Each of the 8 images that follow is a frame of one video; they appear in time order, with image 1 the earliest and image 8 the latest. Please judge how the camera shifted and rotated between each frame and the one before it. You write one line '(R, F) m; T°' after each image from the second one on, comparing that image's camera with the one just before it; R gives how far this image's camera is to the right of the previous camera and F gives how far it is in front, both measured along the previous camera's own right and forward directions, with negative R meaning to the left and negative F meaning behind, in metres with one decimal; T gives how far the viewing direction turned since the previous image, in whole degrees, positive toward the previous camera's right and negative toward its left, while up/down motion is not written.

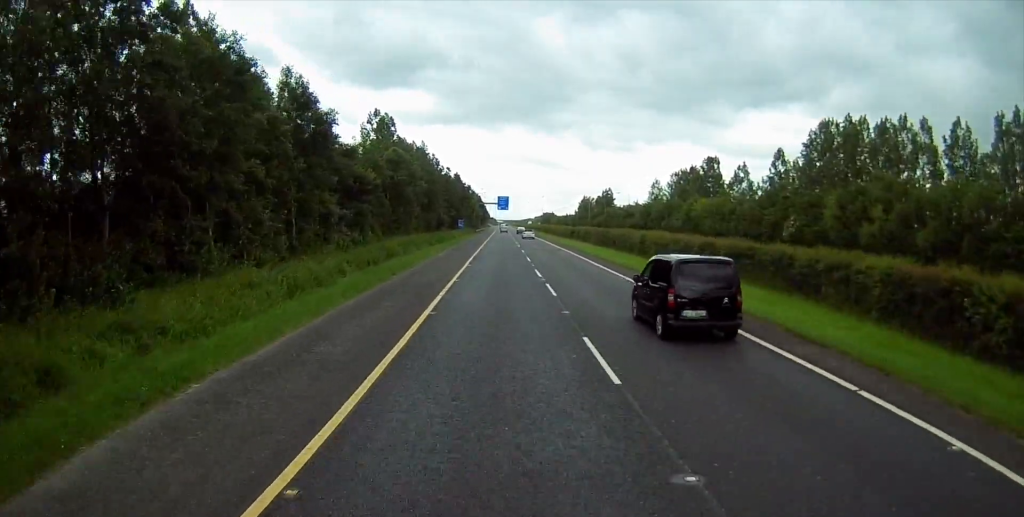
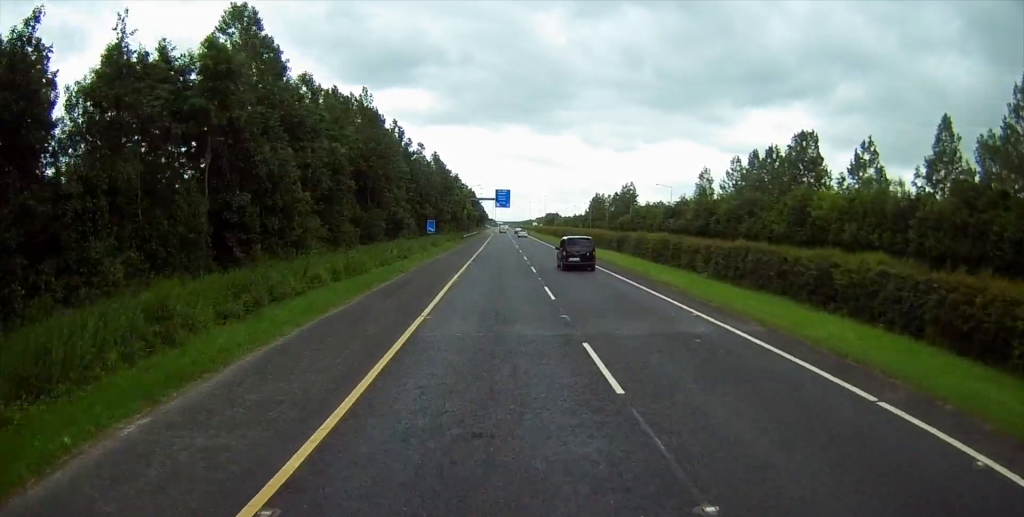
(-0.3, +44.3) m; 0°
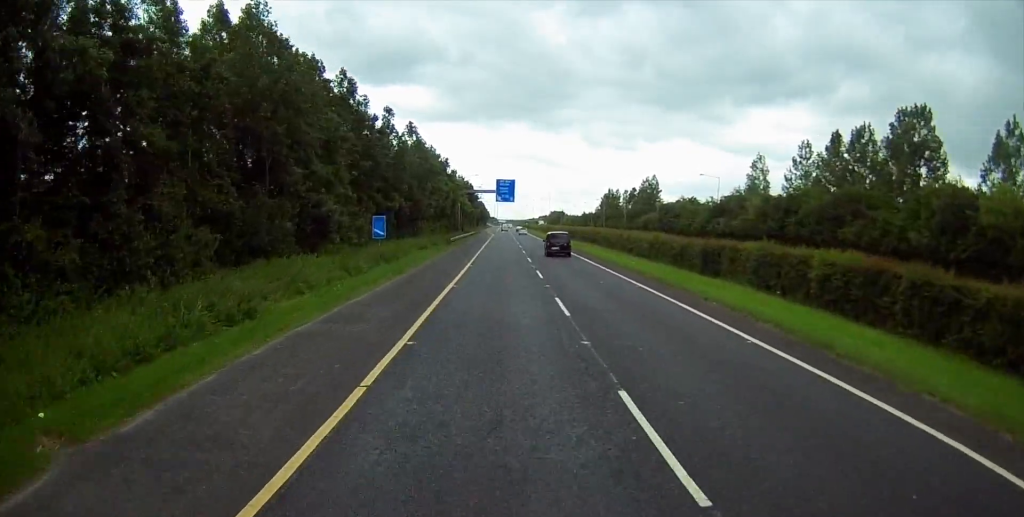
(+0.2, +27.9) m; 0°
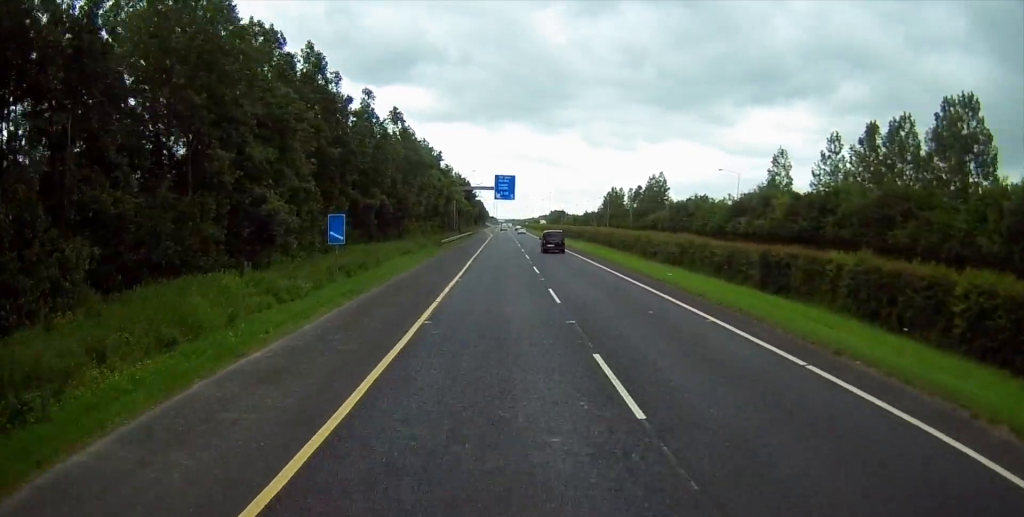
(0.0, +9.3) m; 0°
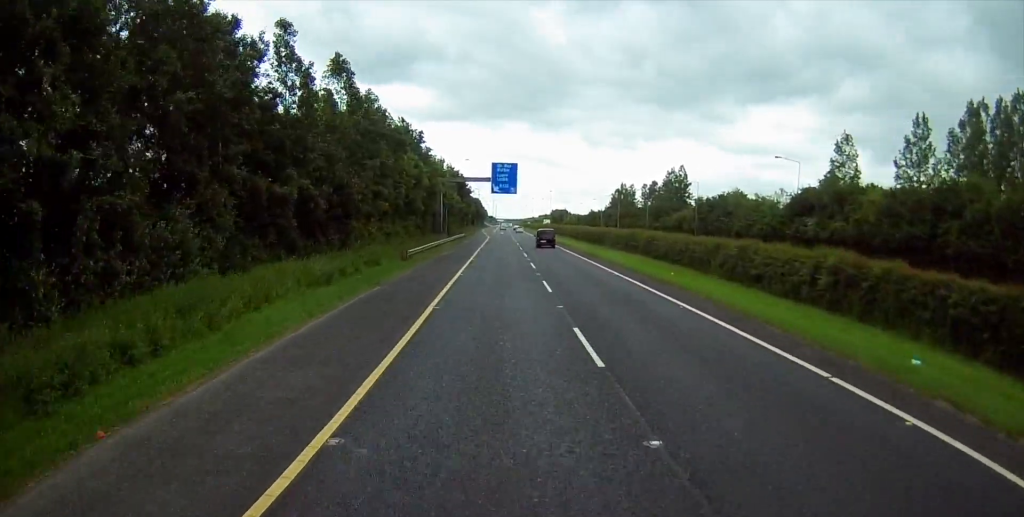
(-0.1, +21.0) m; 0°
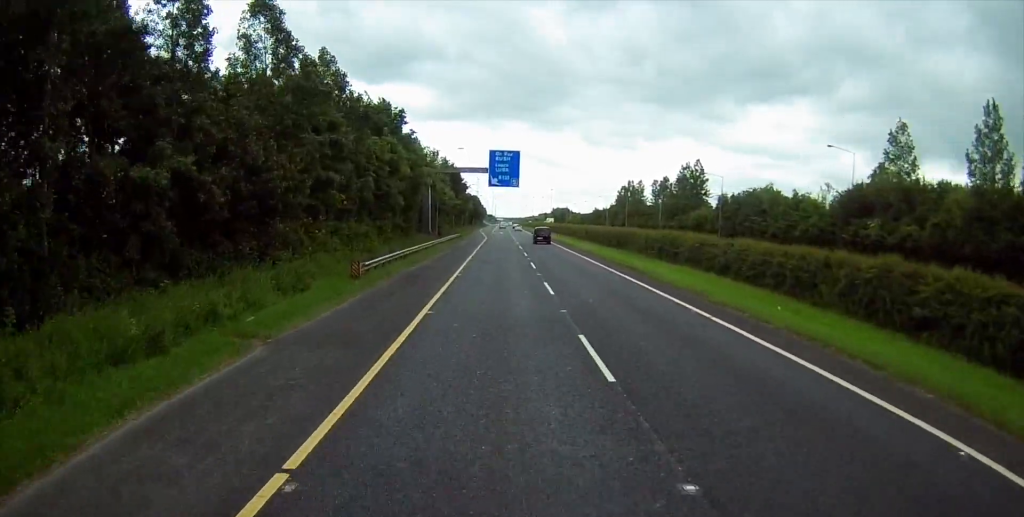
(+0.1, +13.3) m; 0°
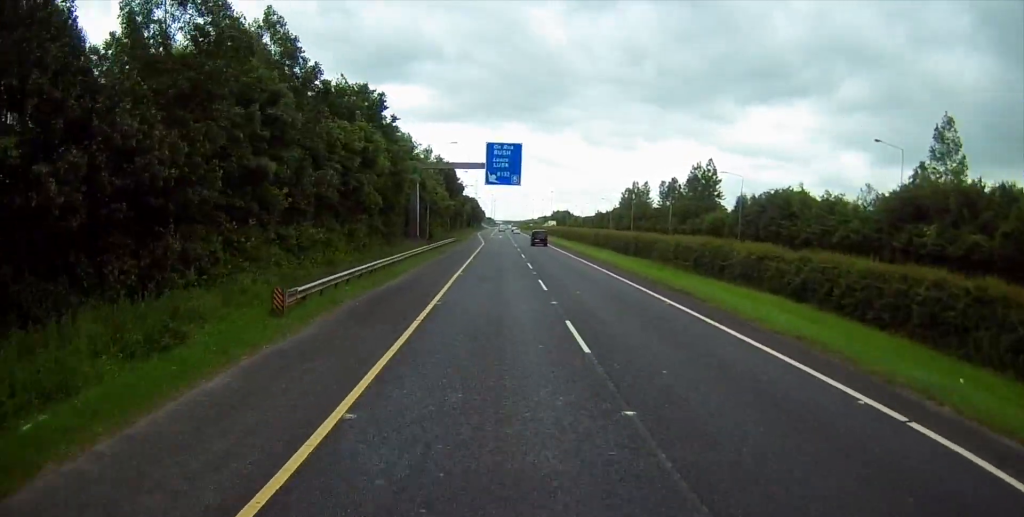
(+0.1, +9.4) m; 0°
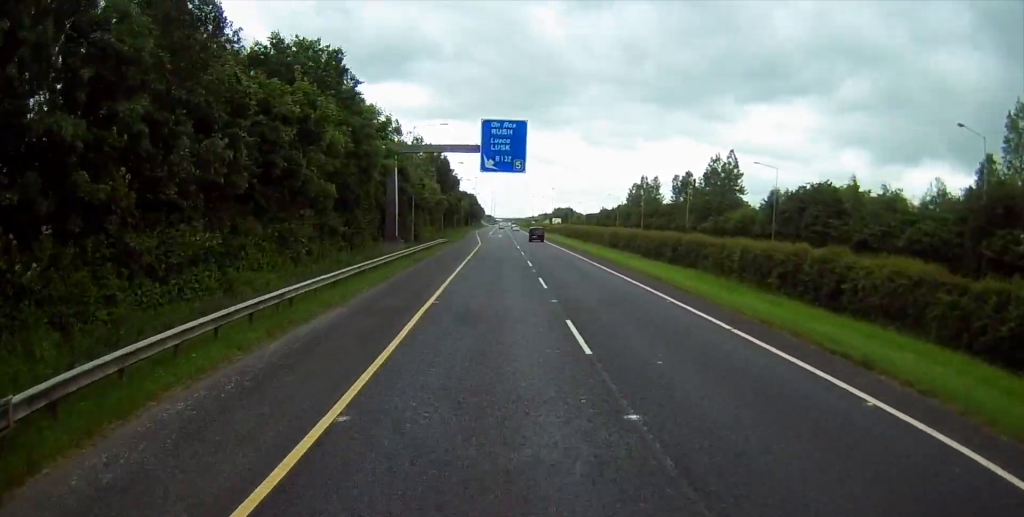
(0.0, +12.4) m; 0°
